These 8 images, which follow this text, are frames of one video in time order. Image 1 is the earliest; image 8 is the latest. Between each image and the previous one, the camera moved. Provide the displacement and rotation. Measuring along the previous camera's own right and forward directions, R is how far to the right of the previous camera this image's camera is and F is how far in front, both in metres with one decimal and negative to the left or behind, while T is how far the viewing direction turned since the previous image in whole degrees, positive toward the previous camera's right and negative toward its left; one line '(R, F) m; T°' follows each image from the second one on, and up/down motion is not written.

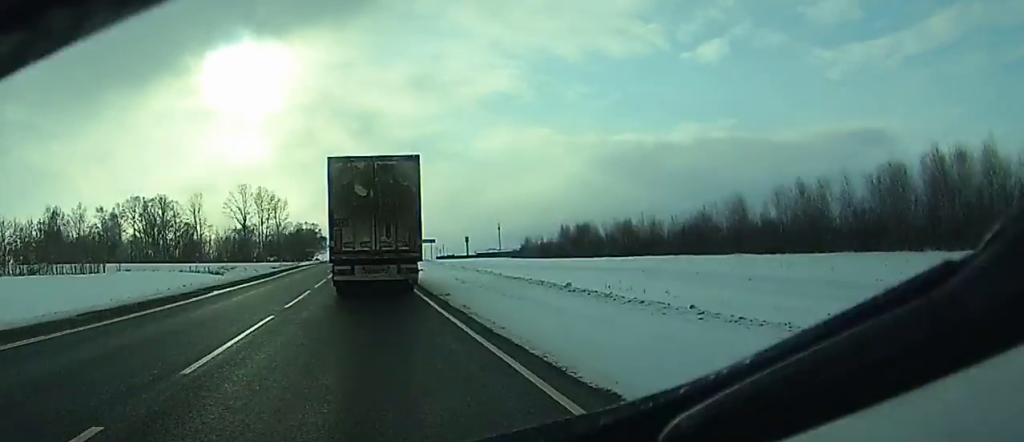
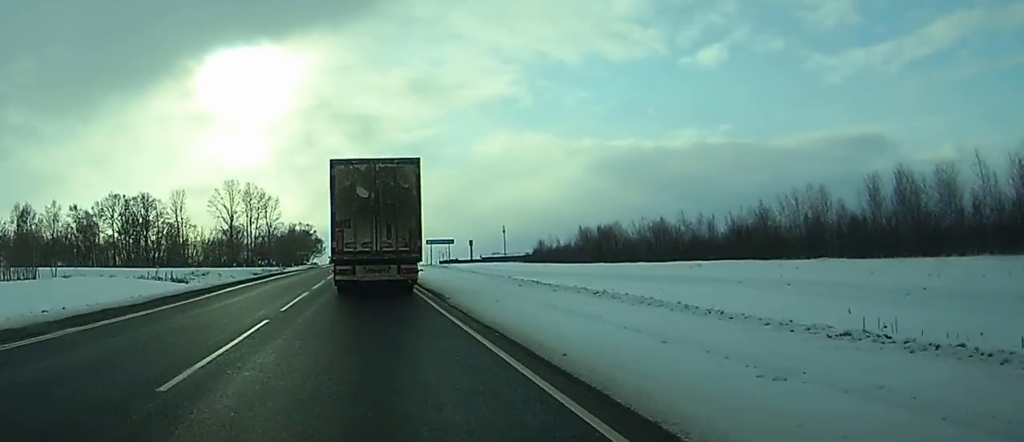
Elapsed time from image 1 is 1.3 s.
(0.0, +24.3) m; 0°
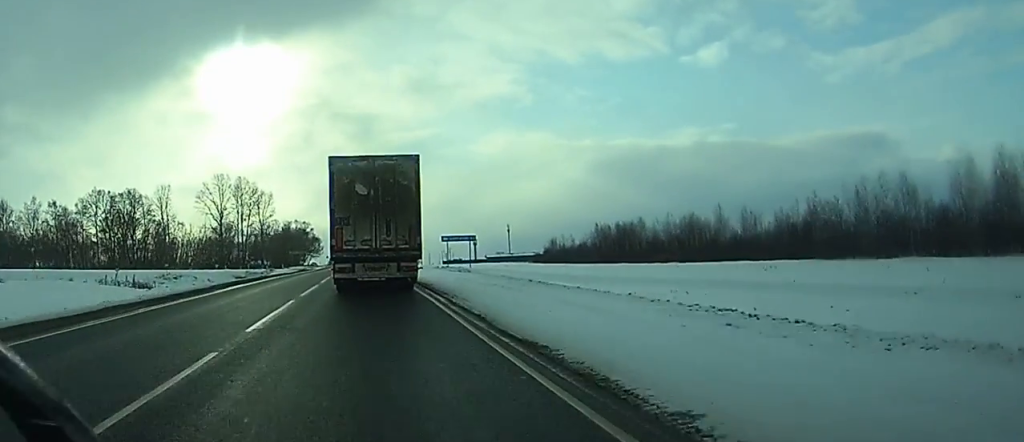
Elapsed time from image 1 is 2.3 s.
(+0.1, +17.5) m; 0°
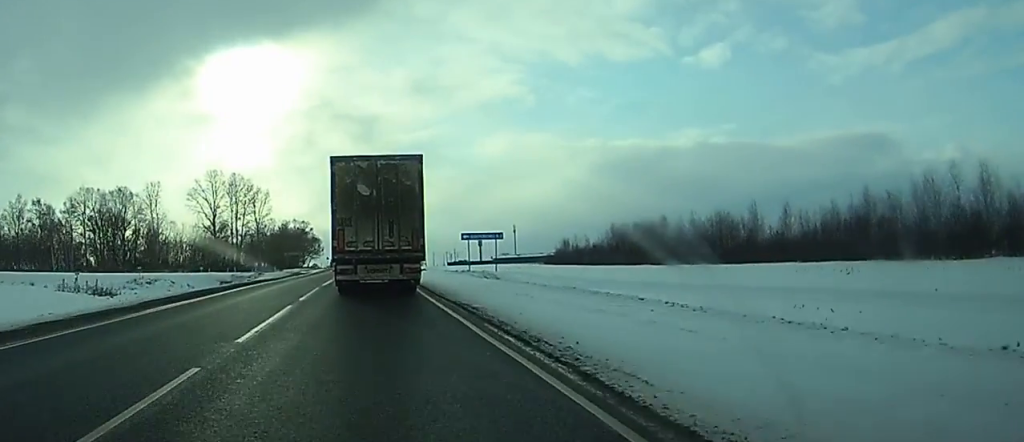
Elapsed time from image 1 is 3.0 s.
(0.0, +13.2) m; 0°
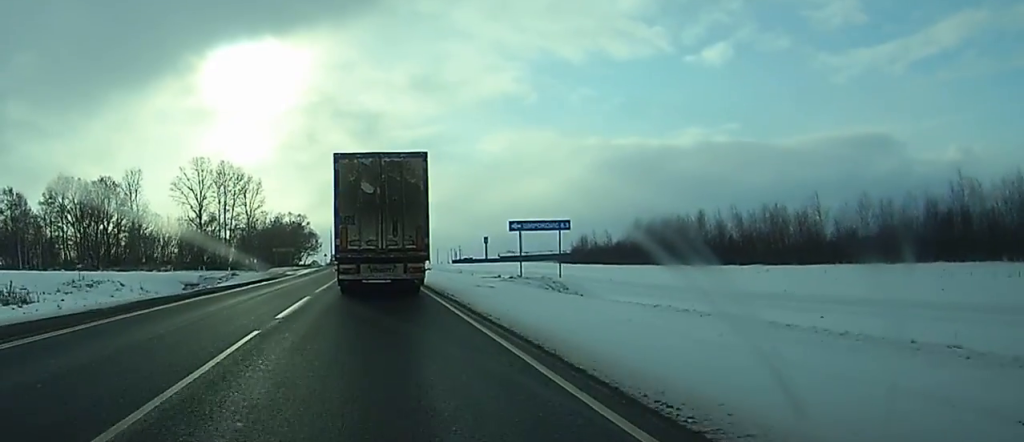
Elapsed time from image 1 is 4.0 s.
(0.0, +19.5) m; 0°
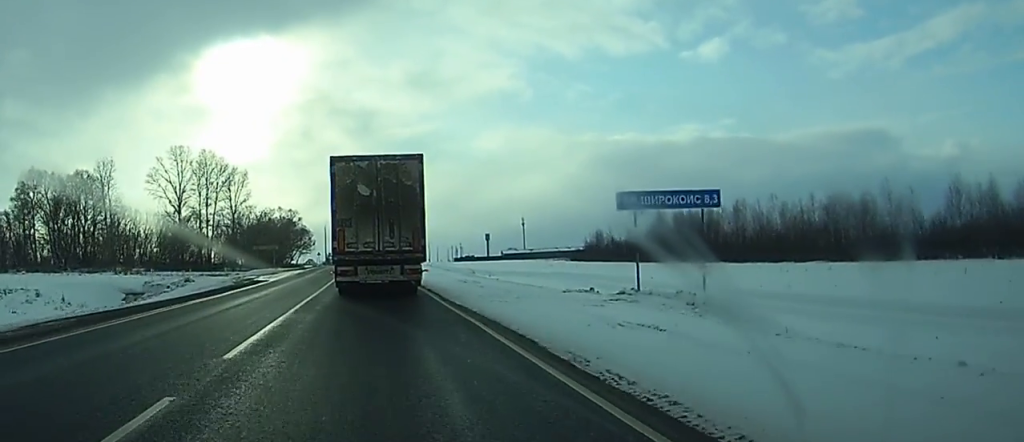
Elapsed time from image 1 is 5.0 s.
(+0.1, +18.7) m; 0°
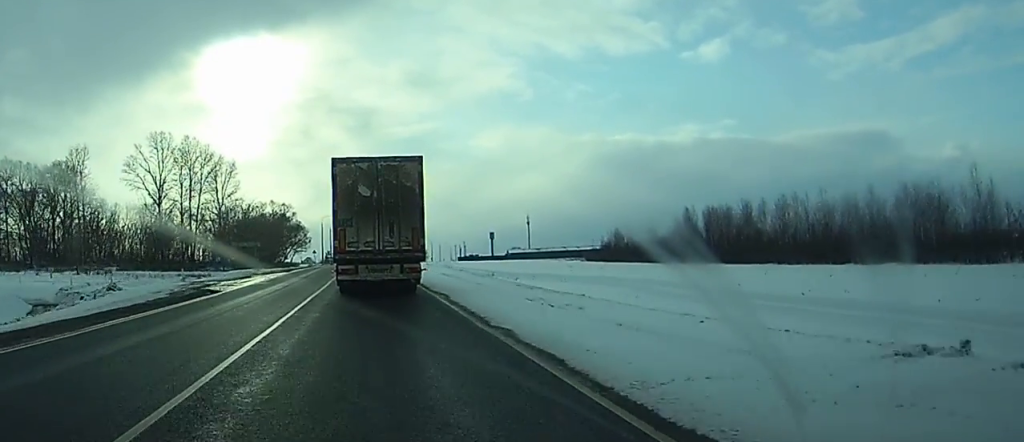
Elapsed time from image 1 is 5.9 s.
(+0.1, +17.1) m; 0°
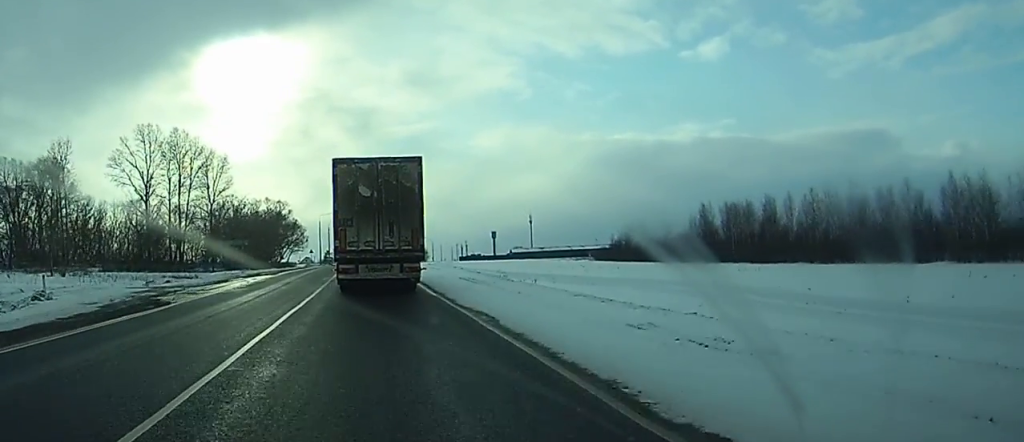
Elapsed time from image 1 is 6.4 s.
(0.0, +9.0) m; 0°
